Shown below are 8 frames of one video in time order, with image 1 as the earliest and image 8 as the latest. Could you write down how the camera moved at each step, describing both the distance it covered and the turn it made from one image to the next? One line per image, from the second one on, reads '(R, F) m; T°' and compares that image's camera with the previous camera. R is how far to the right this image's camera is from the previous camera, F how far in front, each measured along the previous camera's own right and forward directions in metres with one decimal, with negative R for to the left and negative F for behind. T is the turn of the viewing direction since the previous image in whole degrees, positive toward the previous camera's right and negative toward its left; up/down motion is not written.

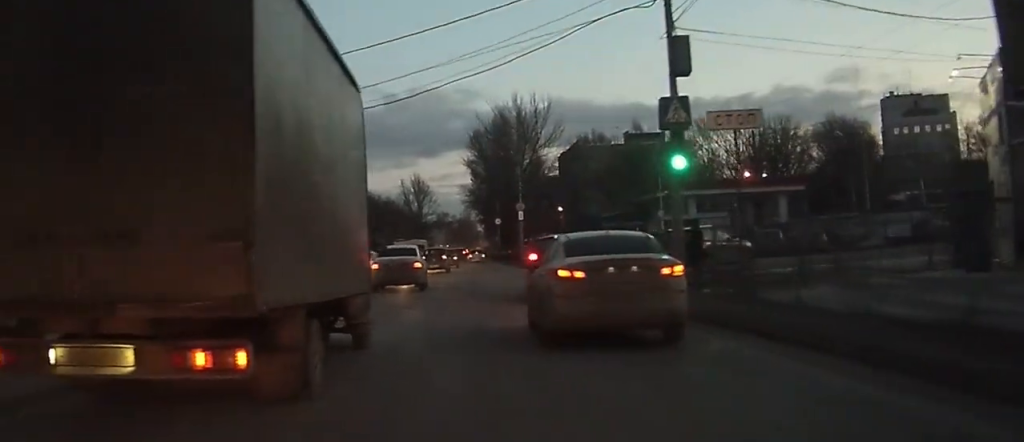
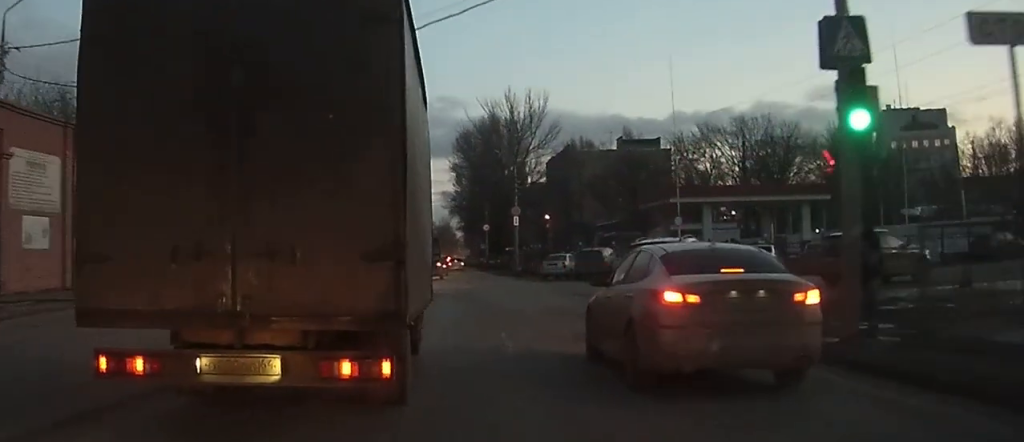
(-0.2, +8.1) m; -1°
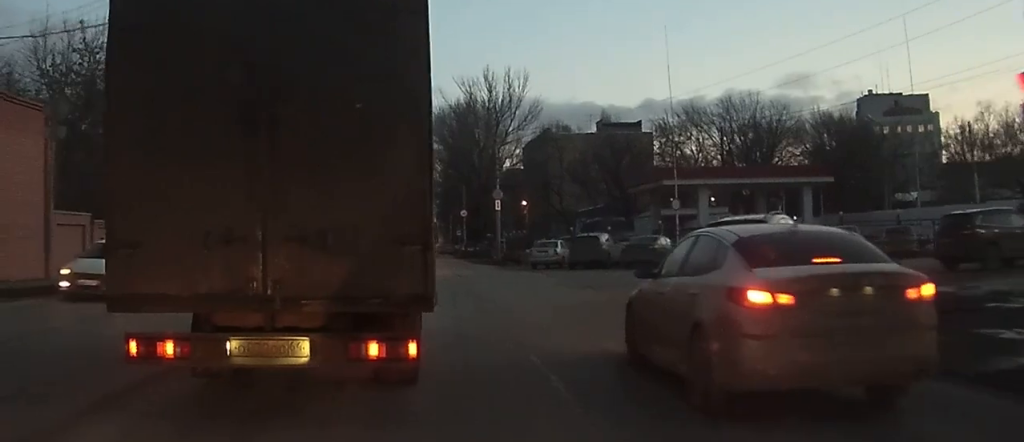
(0.0, +4.8) m; -1°
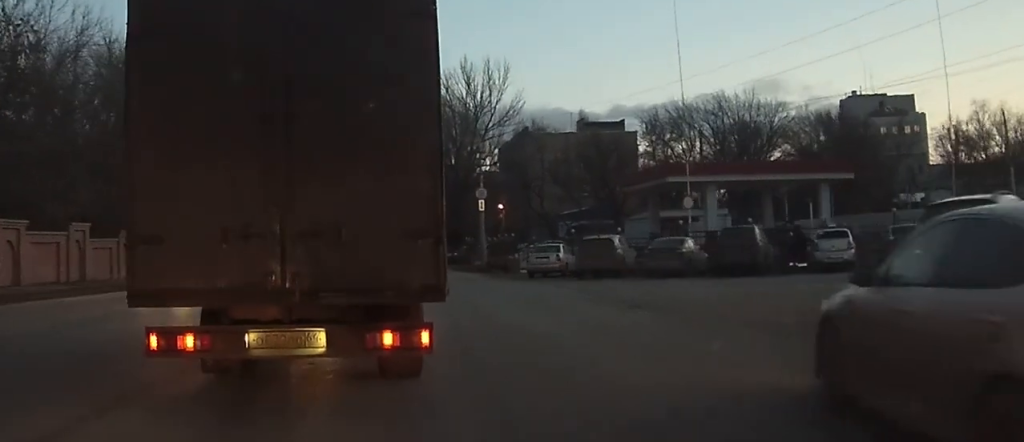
(0.0, +7.0) m; -1°
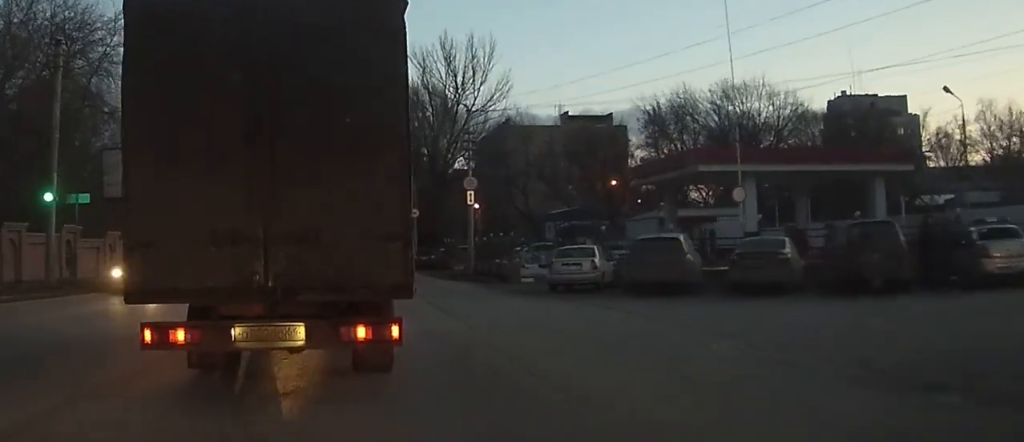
(-0.1, +10.6) m; +1°
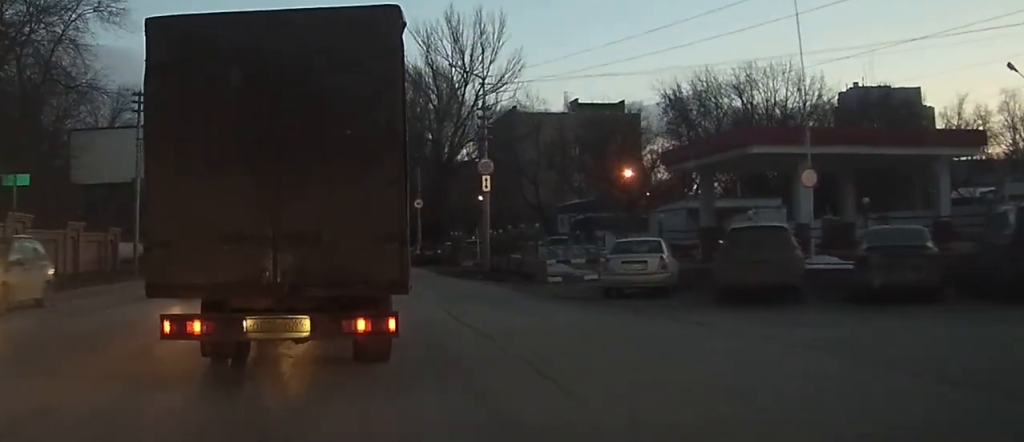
(+0.1, +6.3) m; +2°
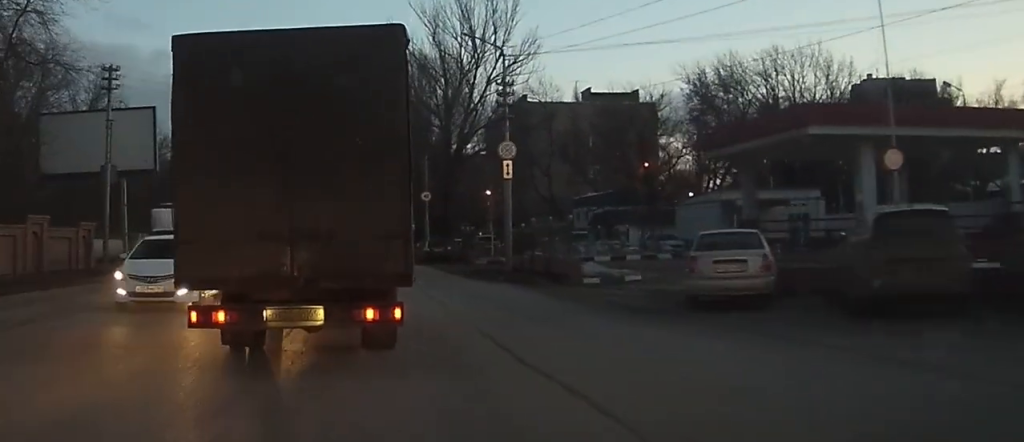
(+0.1, +5.3) m; 0°
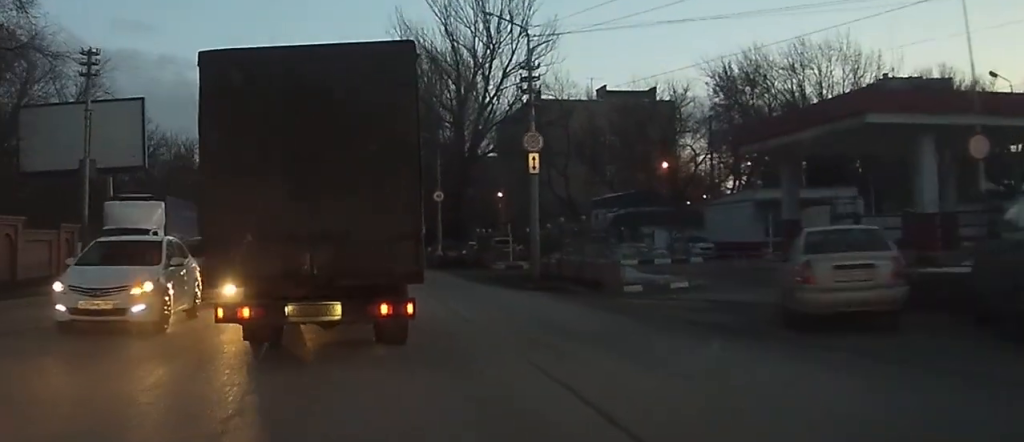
(+0.1, +3.9) m; 0°
